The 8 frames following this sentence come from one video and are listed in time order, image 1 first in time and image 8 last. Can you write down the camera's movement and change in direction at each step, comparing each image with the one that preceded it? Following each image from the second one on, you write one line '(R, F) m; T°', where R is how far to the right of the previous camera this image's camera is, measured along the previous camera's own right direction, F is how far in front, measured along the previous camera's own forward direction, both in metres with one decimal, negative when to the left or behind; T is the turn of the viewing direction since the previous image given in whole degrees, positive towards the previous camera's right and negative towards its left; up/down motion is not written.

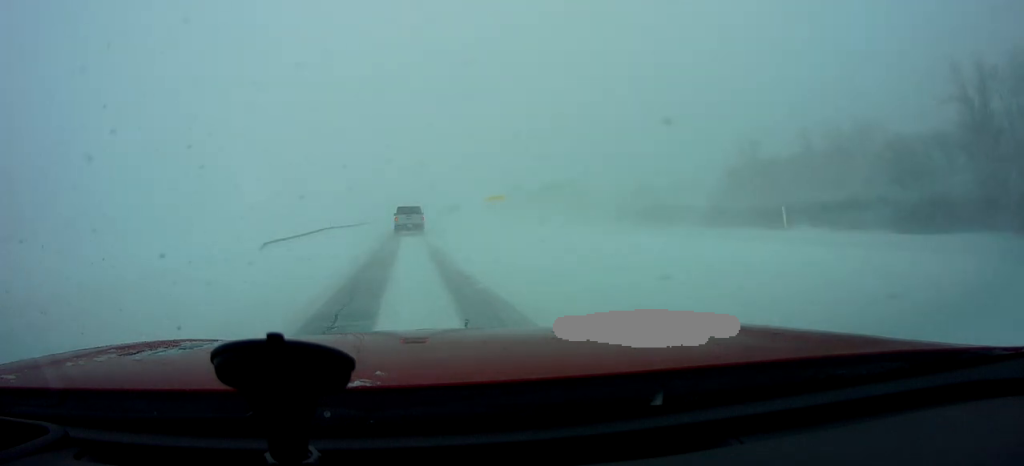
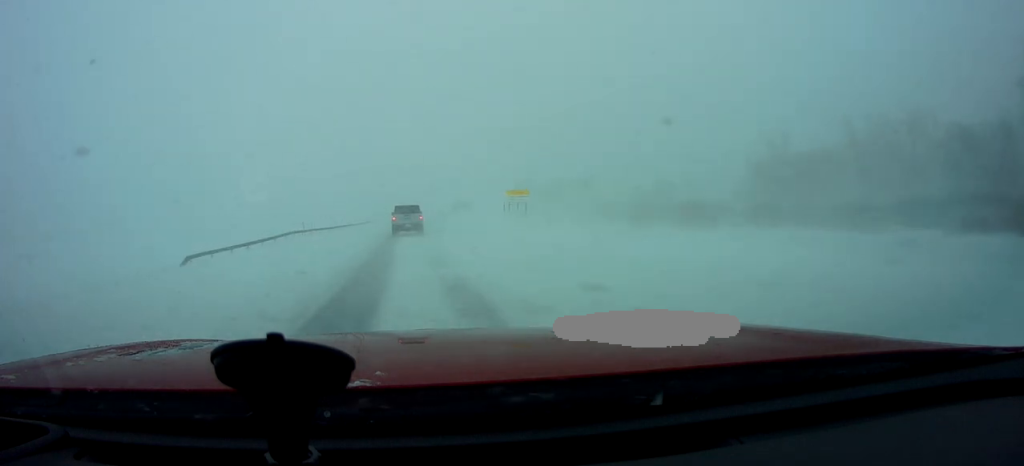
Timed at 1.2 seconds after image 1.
(+0.5, +13.8) m; +1°
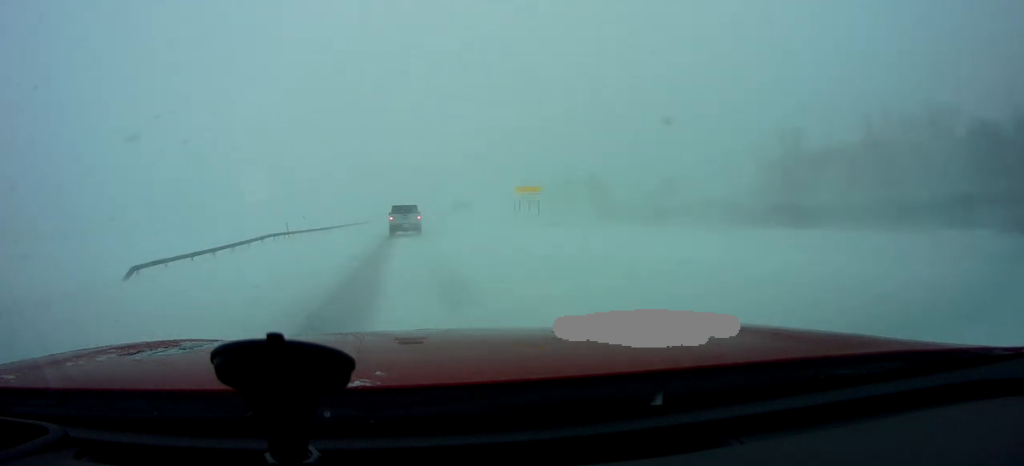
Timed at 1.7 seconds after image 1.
(0.0, +5.3) m; 0°
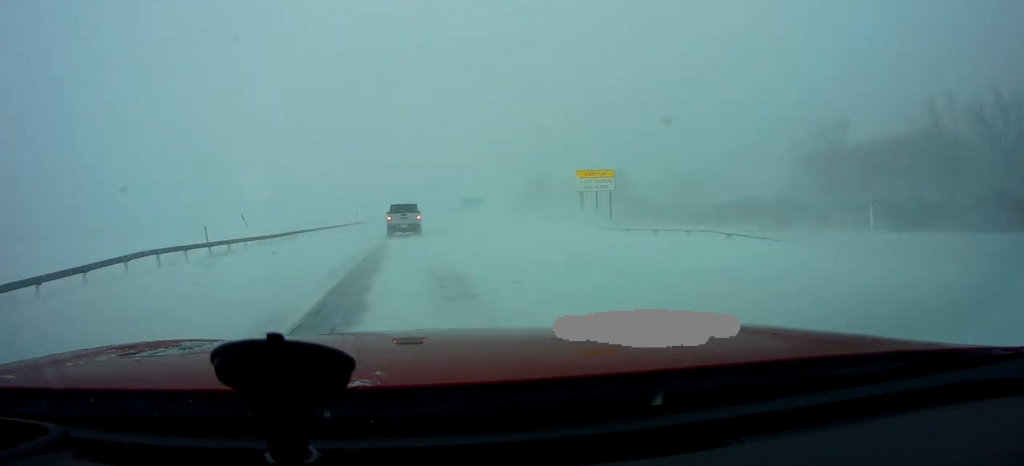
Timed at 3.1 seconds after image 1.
(-0.3, +15.9) m; +1°
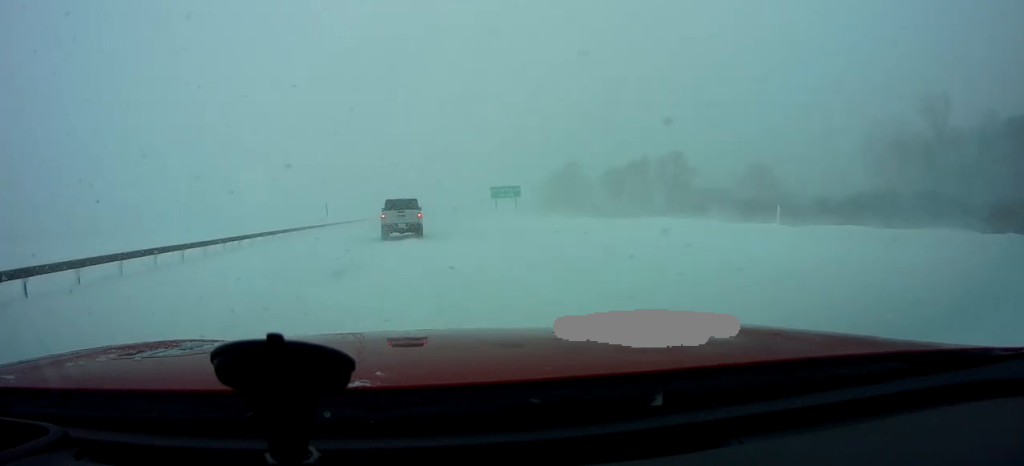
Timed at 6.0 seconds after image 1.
(-0.9, +29.4) m; -3°
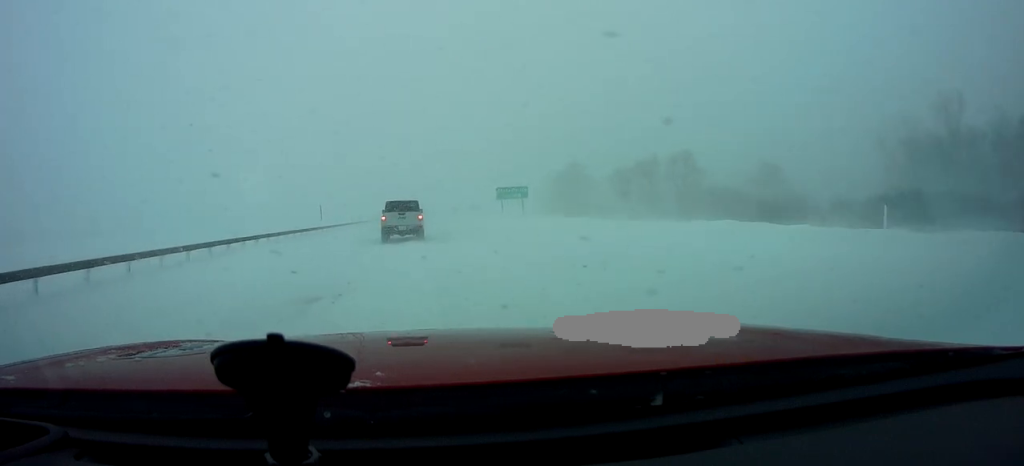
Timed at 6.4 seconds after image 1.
(+0.2, +3.9) m; +1°
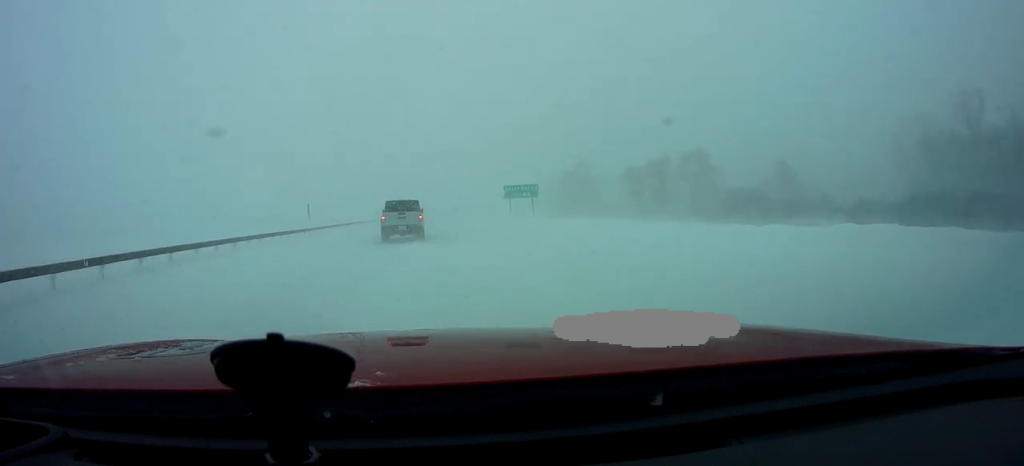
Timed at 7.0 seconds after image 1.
(-0.1, +5.4) m; -1°
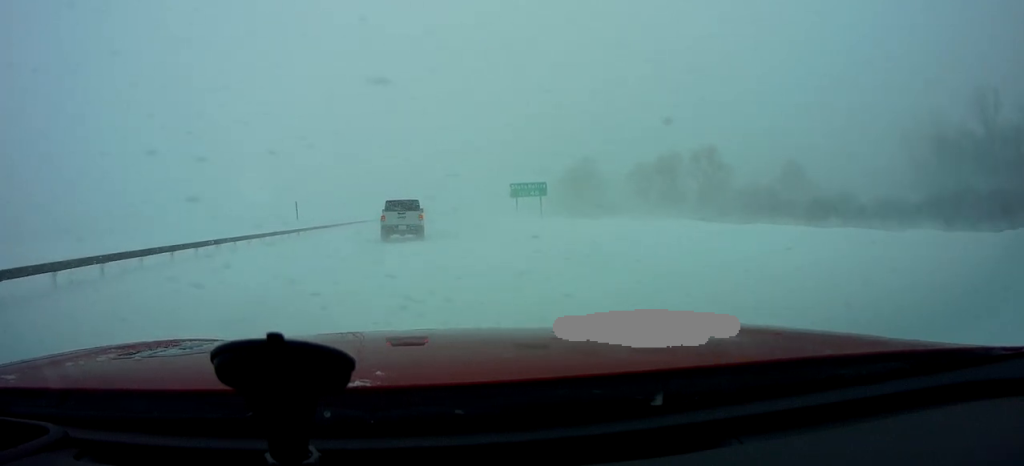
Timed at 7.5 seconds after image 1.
(-0.1, +4.1) m; 0°
